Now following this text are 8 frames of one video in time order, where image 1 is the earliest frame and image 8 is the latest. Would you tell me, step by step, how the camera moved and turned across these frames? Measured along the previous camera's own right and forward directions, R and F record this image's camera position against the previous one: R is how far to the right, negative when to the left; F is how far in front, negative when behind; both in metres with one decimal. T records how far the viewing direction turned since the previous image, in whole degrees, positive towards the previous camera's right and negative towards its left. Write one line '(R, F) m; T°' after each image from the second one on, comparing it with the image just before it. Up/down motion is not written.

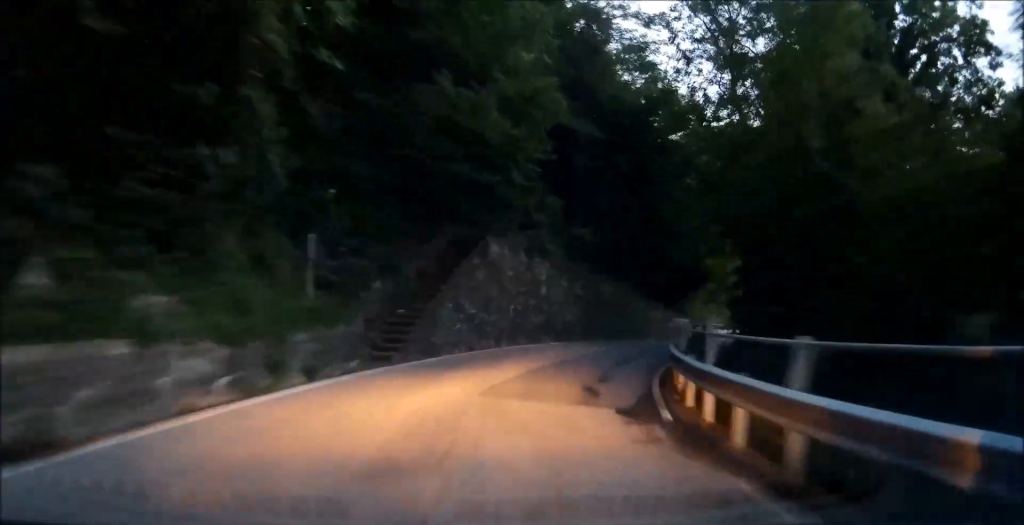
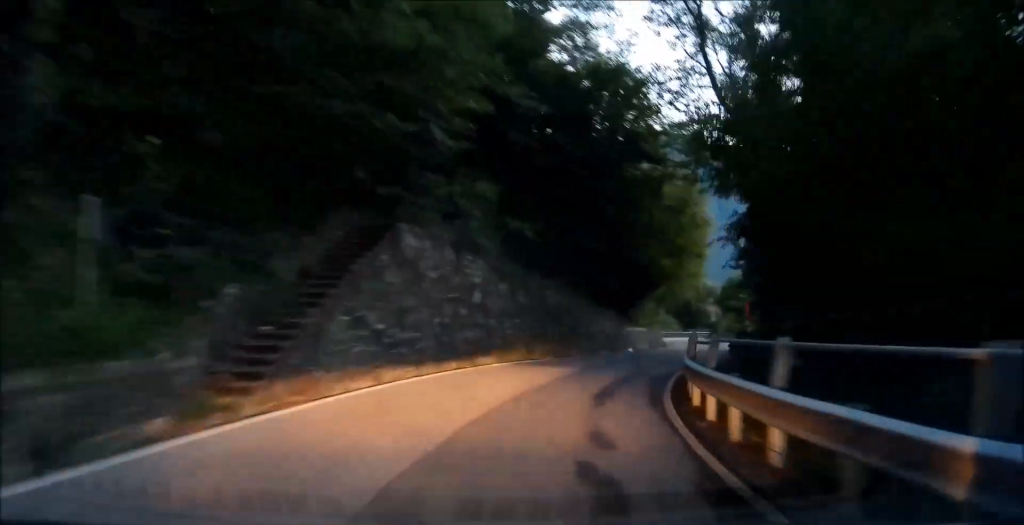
(+0.2, +5.7) m; +4°
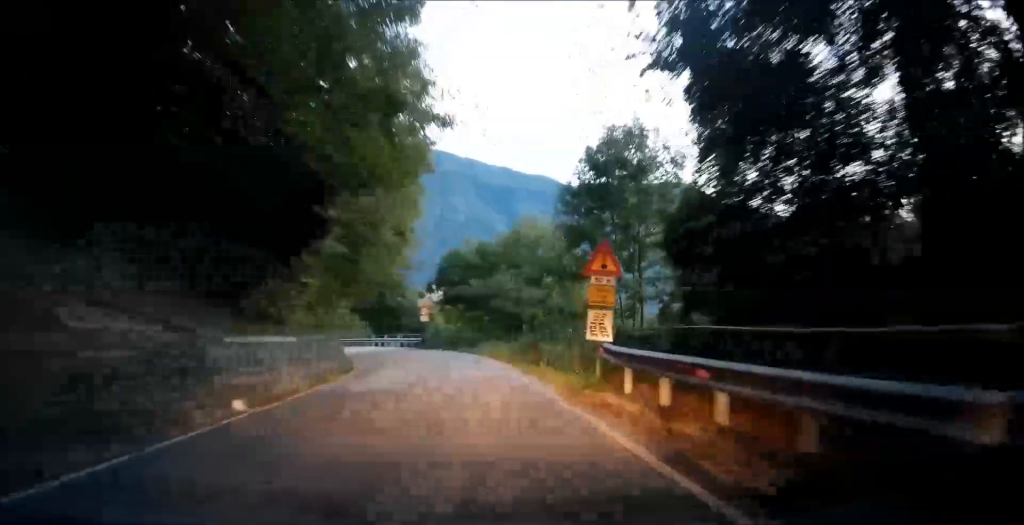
(+5.6, +25.3) m; +21°
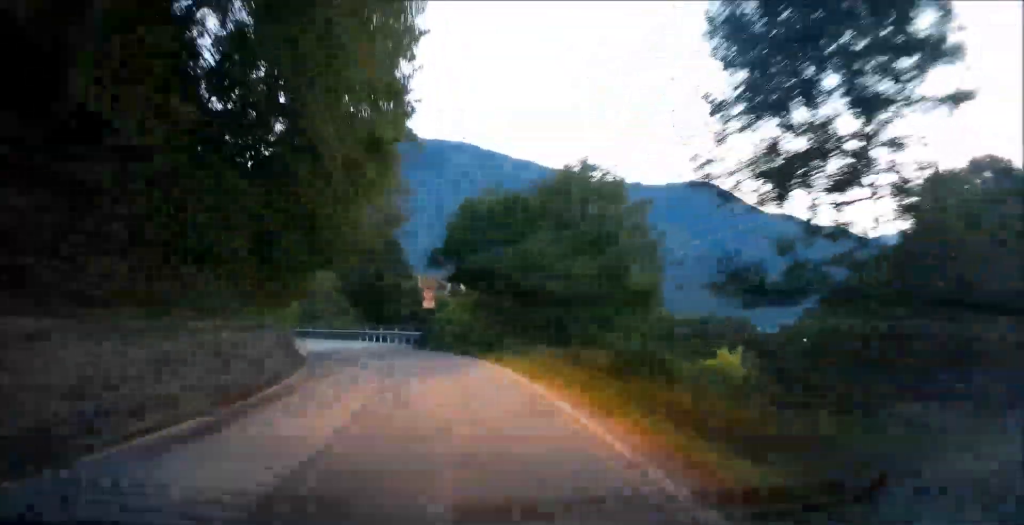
(-0.3, +14.9) m; -2°
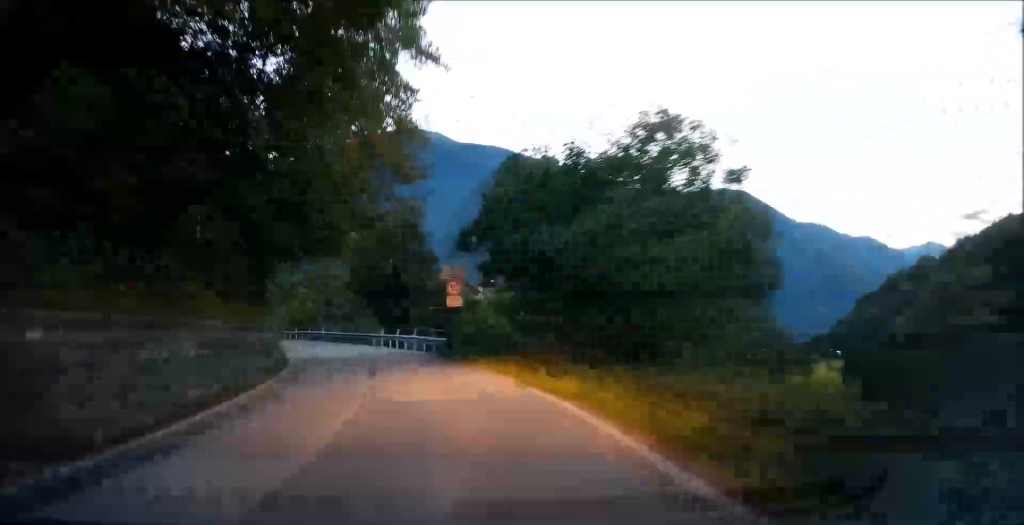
(0.0, +8.1) m; +1°
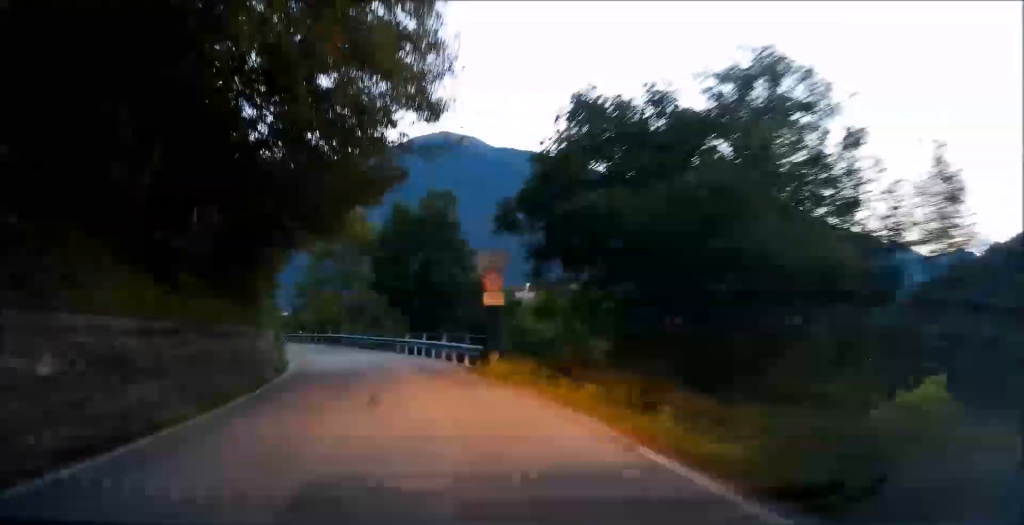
(-0.1, +5.9) m; +1°
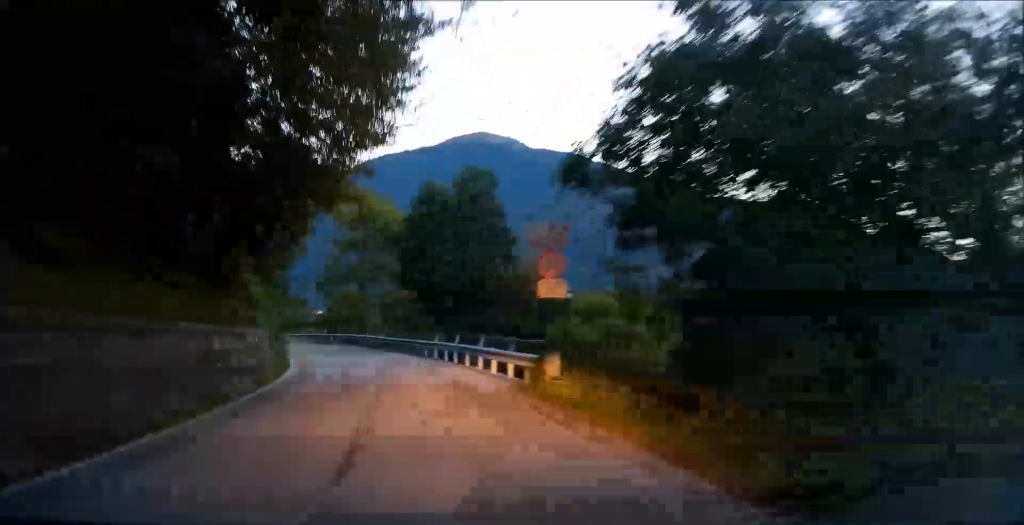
(+0.2, +5.7) m; -1°
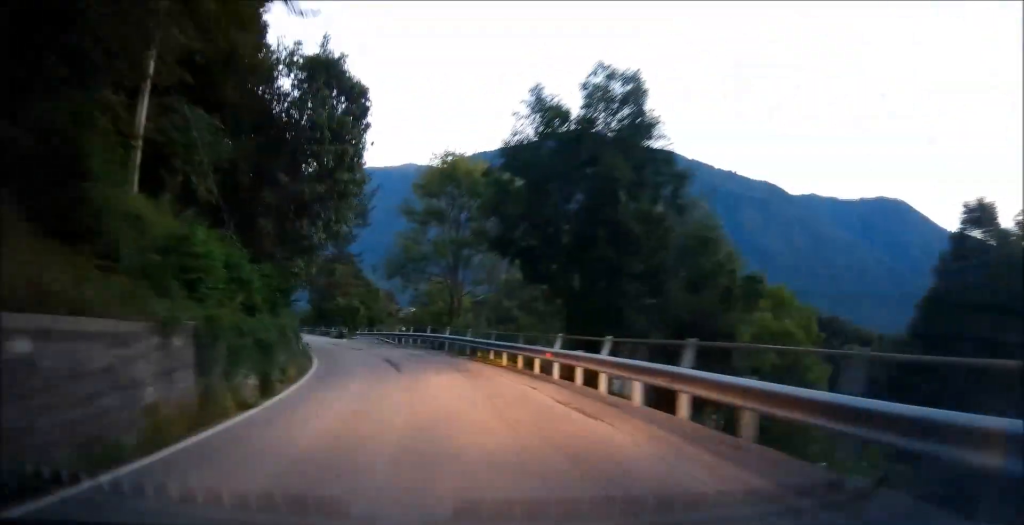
(-0.4, +13.4) m; -7°
